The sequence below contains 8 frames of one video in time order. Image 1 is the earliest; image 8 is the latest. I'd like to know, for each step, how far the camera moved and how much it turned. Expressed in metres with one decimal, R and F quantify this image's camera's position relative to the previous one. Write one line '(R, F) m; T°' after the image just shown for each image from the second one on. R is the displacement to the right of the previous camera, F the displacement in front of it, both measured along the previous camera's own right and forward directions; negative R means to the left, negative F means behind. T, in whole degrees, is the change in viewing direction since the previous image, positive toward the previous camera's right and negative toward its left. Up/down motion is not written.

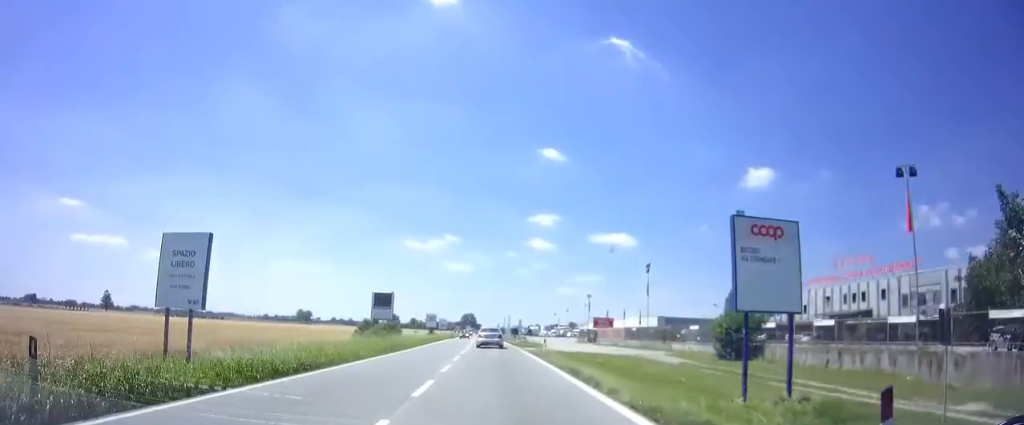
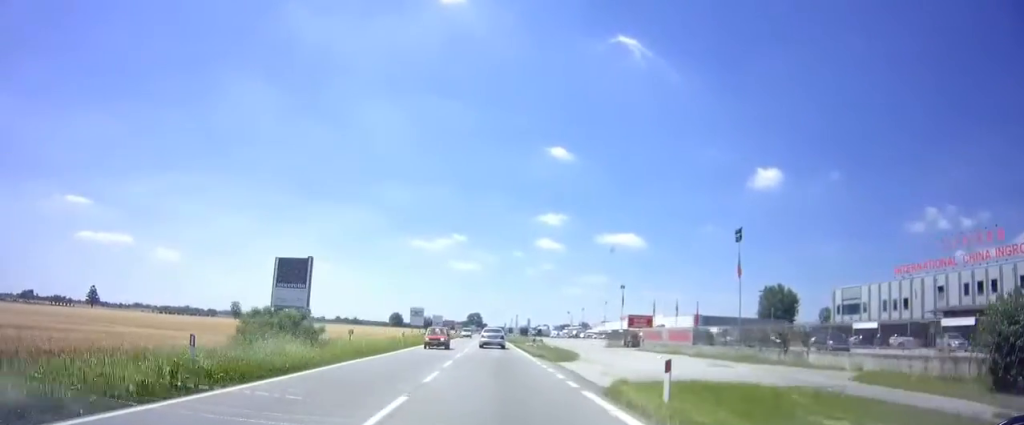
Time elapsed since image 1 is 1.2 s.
(0.0, +21.8) m; 0°
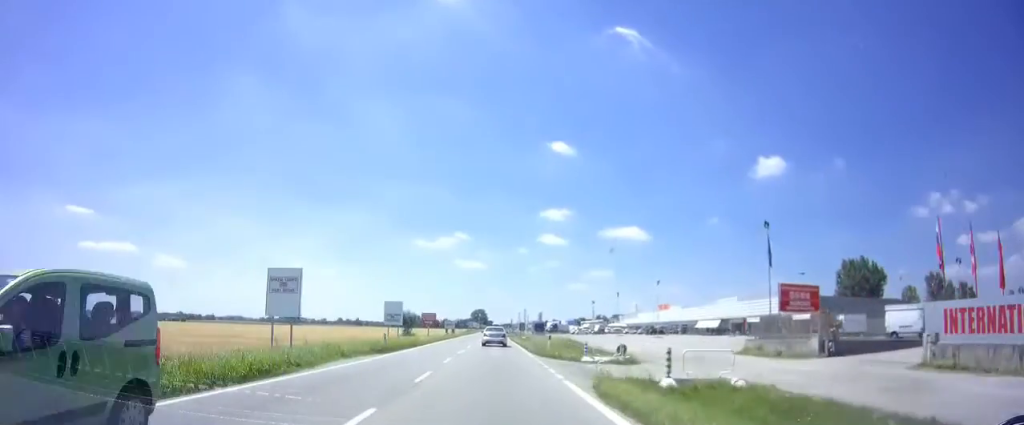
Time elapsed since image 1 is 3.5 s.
(0.0, +41.5) m; -1°
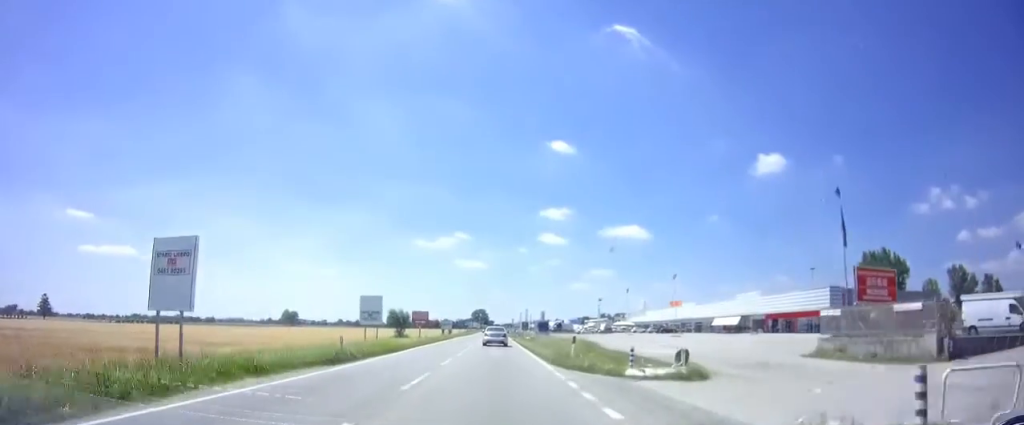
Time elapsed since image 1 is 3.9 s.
(-0.2, +8.0) m; 0°
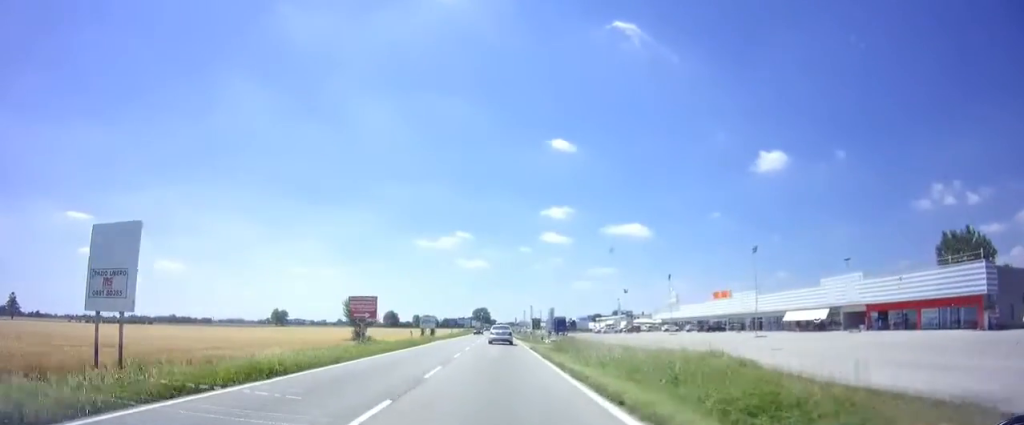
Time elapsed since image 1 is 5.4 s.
(+0.1, +28.2) m; +1°
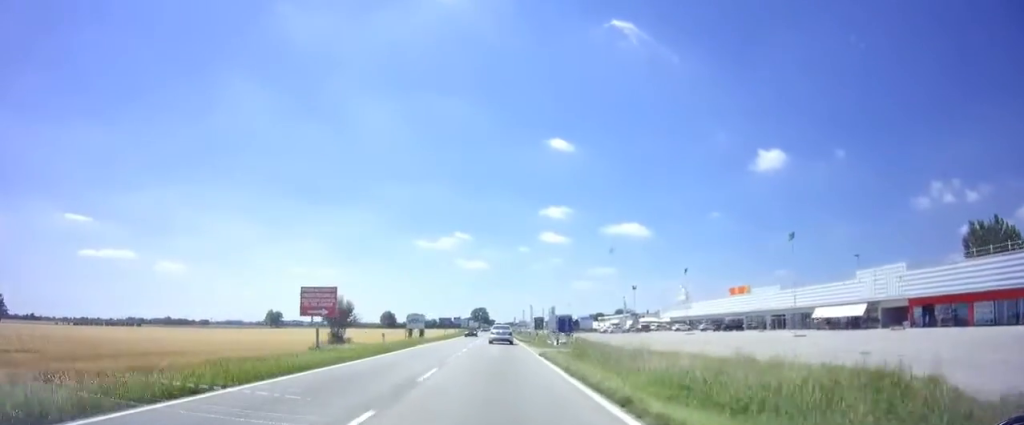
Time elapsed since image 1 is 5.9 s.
(0.0, +8.6) m; 0°
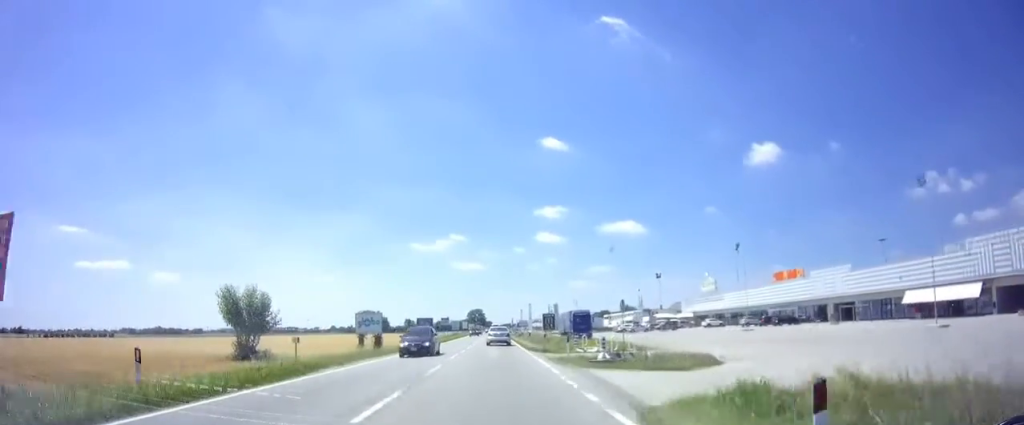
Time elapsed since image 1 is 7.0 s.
(0.0, +19.8) m; -1°
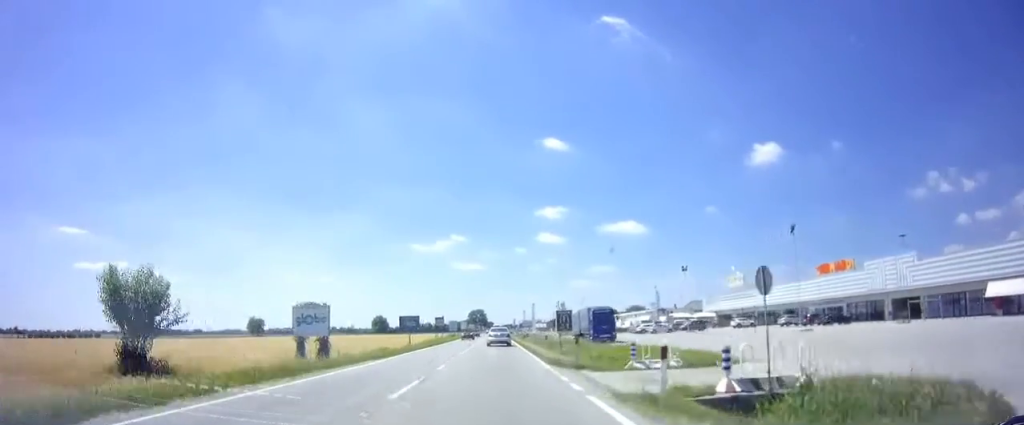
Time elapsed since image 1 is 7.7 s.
(0.0, +13.0) m; -1°
